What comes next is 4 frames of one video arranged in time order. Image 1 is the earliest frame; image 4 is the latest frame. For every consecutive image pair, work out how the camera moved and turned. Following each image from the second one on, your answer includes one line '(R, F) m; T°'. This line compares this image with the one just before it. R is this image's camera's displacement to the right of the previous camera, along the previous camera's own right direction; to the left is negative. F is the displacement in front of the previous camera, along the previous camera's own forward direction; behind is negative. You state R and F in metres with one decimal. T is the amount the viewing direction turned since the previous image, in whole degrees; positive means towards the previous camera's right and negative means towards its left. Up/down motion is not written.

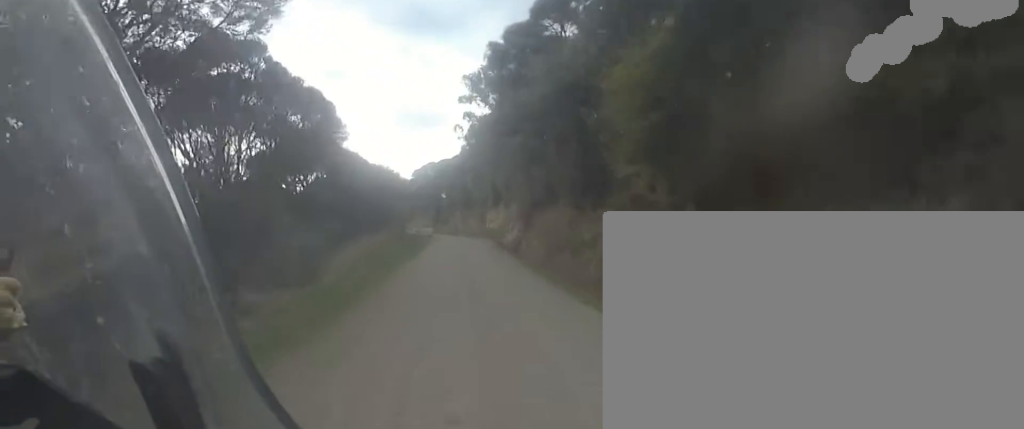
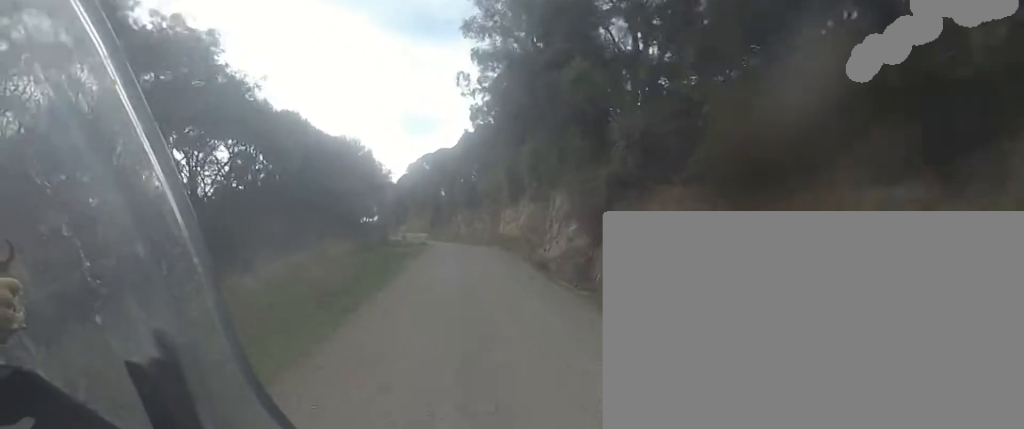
(+0.2, +13.7) m; +1°
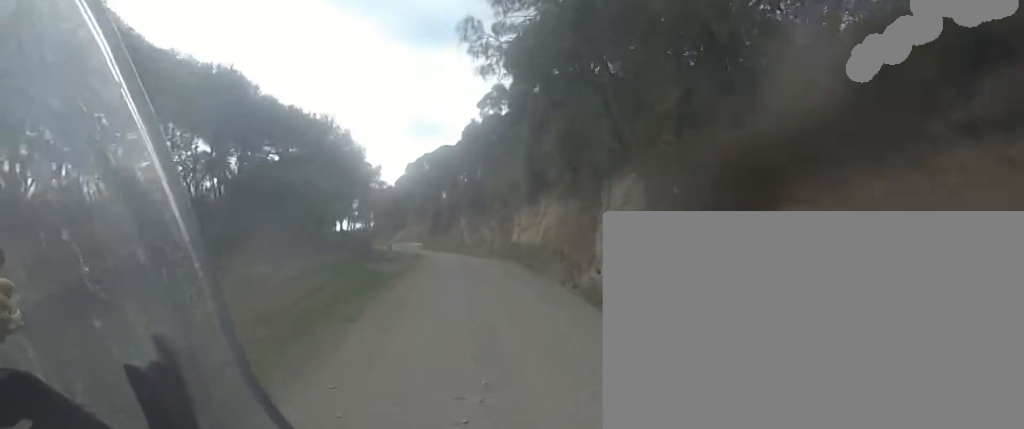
(0.0, +6.8) m; 0°
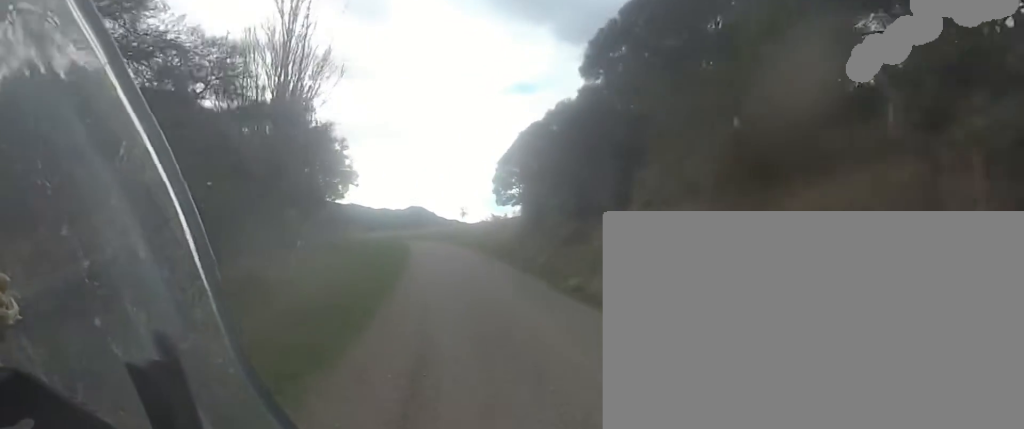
(-11.2, +49.9) m; -27°
